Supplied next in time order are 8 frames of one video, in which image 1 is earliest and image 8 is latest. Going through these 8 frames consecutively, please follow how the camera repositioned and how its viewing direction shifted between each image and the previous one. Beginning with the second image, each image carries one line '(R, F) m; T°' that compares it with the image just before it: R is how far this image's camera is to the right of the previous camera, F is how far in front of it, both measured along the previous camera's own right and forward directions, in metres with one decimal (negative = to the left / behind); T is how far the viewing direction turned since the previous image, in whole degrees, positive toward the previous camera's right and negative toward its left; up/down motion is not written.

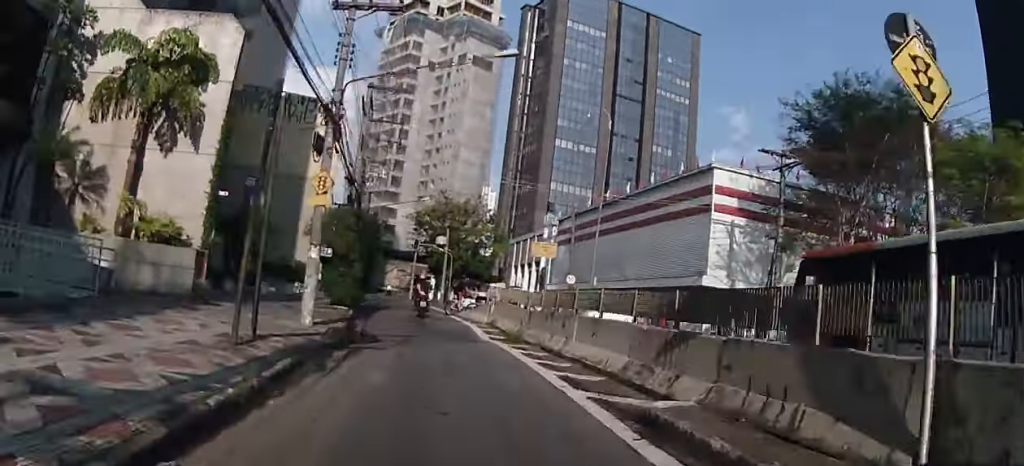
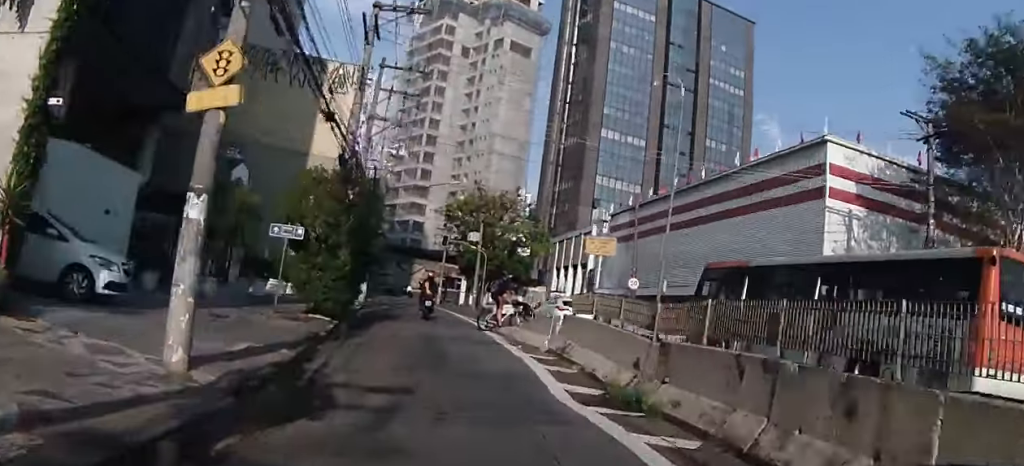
(-0.1, +9.2) m; +1°
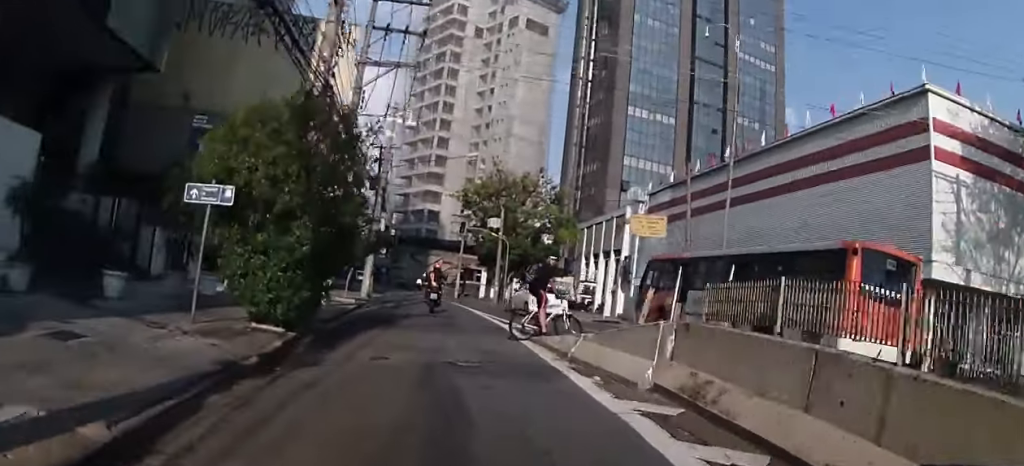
(+0.4, +6.7) m; 0°
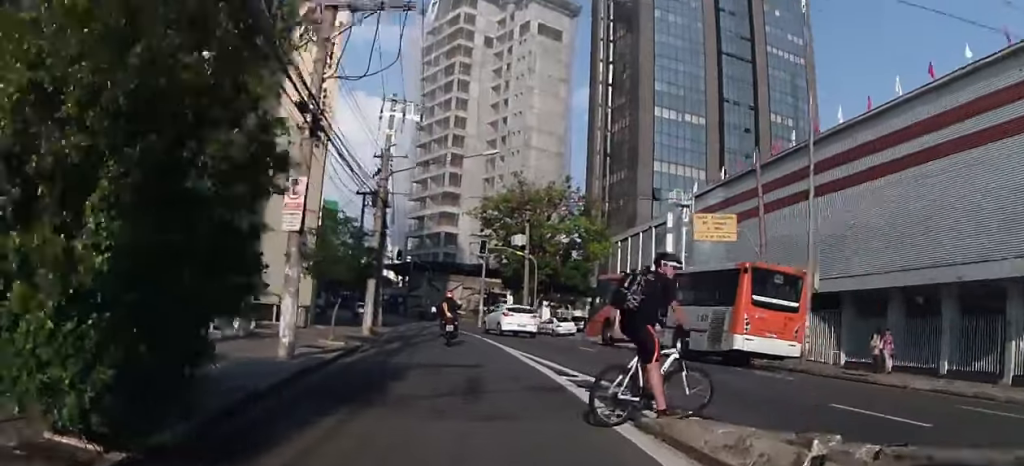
(-0.4, +7.0) m; -3°
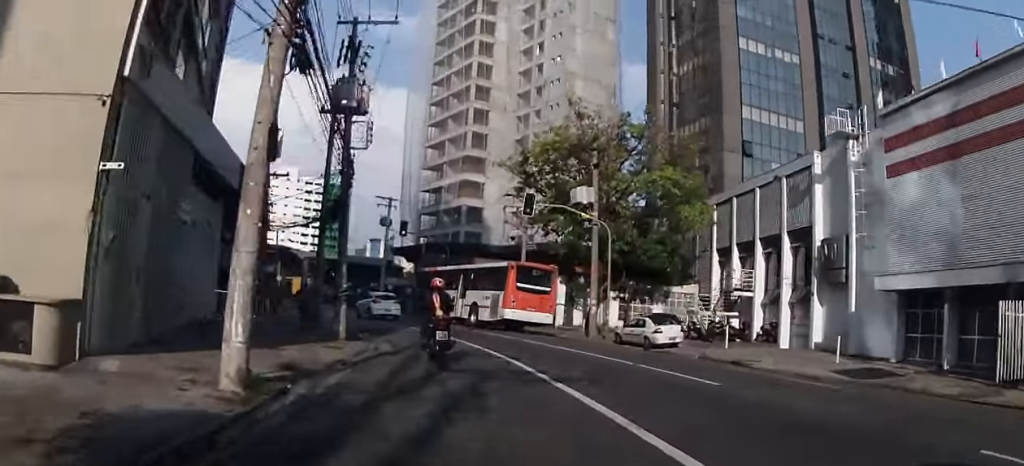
(-1.3, +18.7) m; -6°
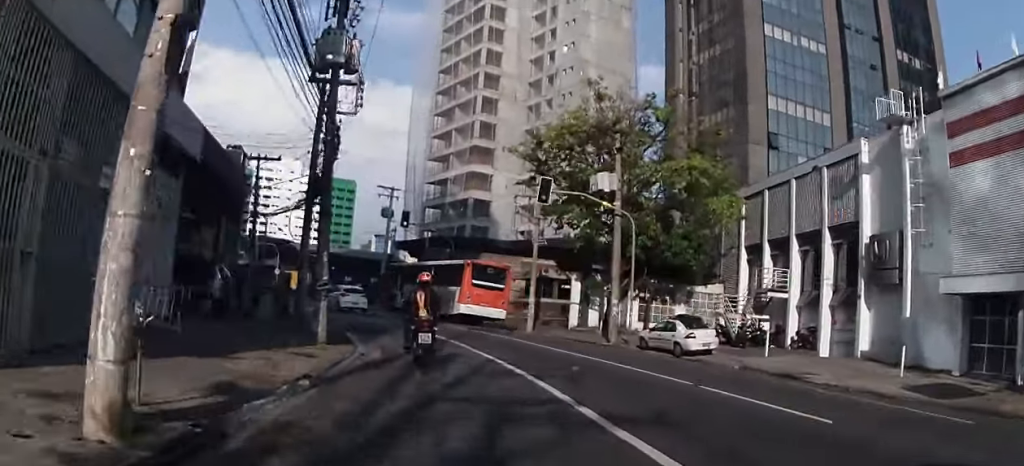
(-0.1, +3.6) m; 0°
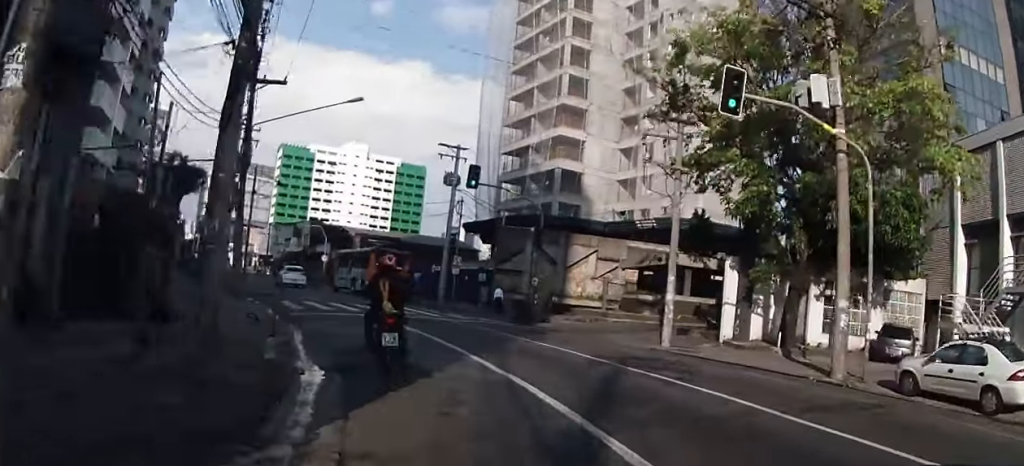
(+0.5, +14.1) m; +1°
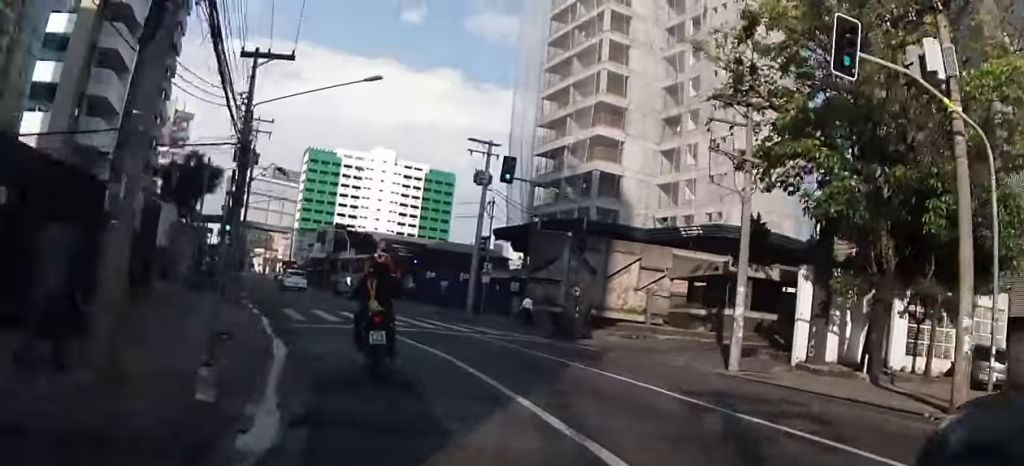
(0.0, +3.7) m; -4°
